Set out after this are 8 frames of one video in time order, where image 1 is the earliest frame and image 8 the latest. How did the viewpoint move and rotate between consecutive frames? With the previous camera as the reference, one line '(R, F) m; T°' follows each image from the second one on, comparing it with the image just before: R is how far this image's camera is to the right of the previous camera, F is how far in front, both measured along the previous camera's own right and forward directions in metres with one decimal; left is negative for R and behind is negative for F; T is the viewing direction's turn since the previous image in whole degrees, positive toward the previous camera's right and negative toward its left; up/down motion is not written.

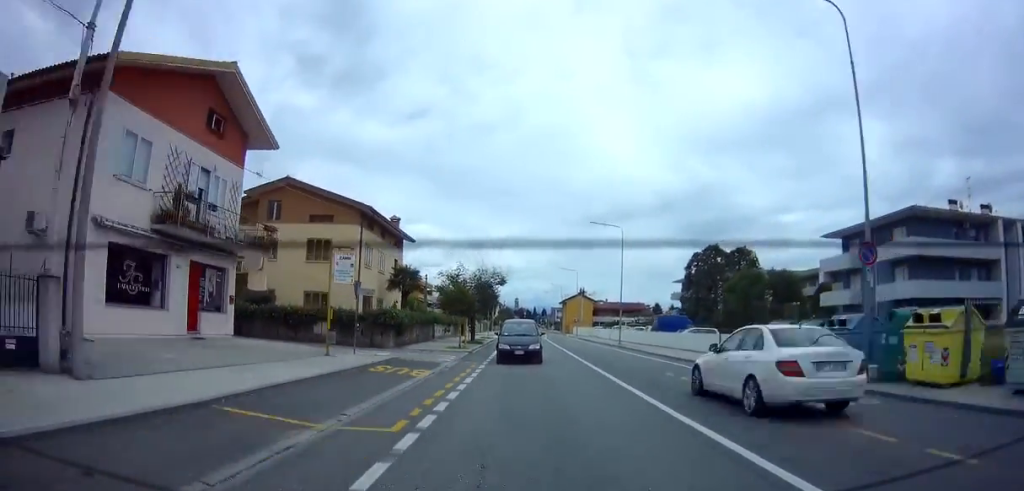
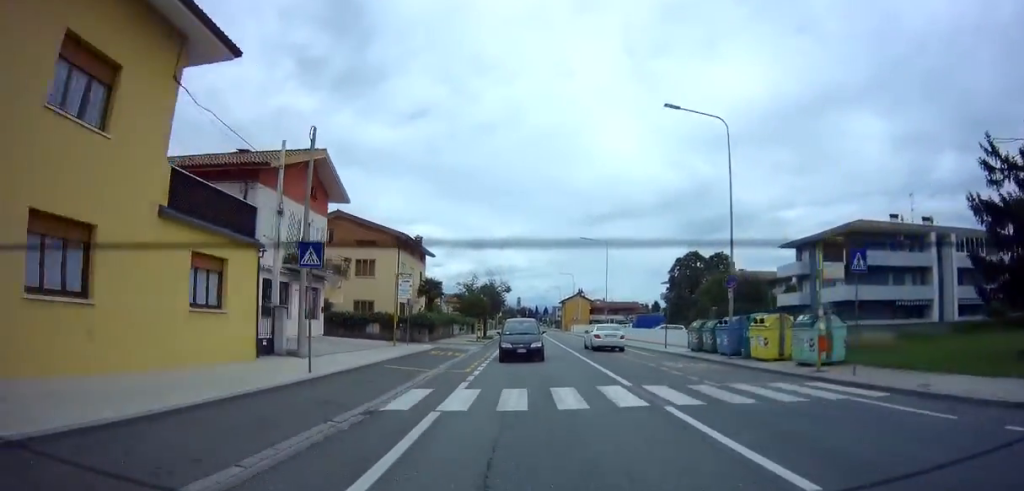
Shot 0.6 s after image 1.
(0.0, +9.5) m; -1°
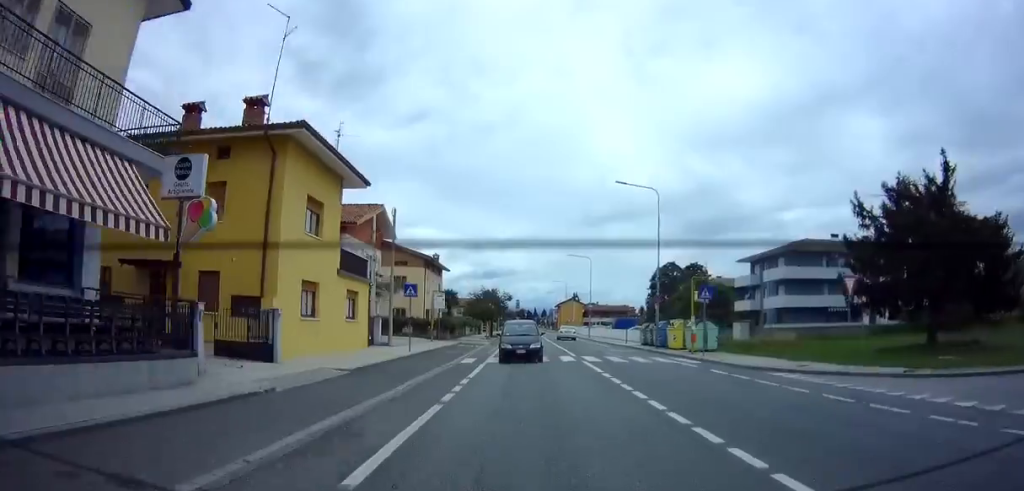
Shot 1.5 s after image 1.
(-0.2, +12.5) m; 0°
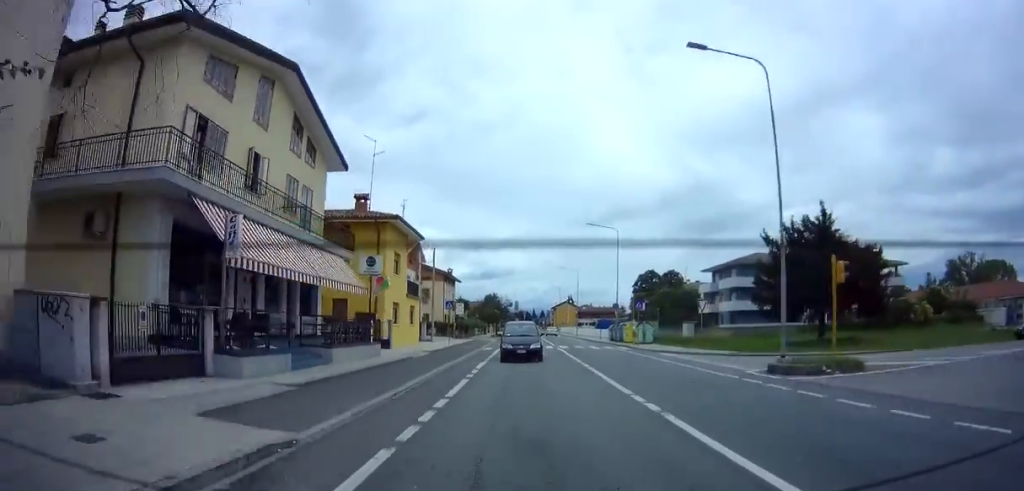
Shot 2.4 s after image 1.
(+0.1, +14.0) m; +1°
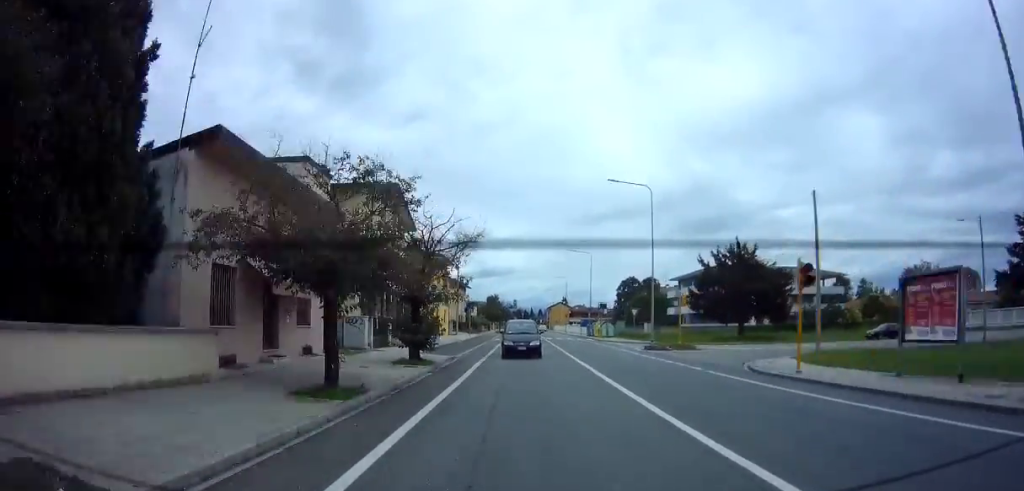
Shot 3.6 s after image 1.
(+0.2, +17.3) m; 0°
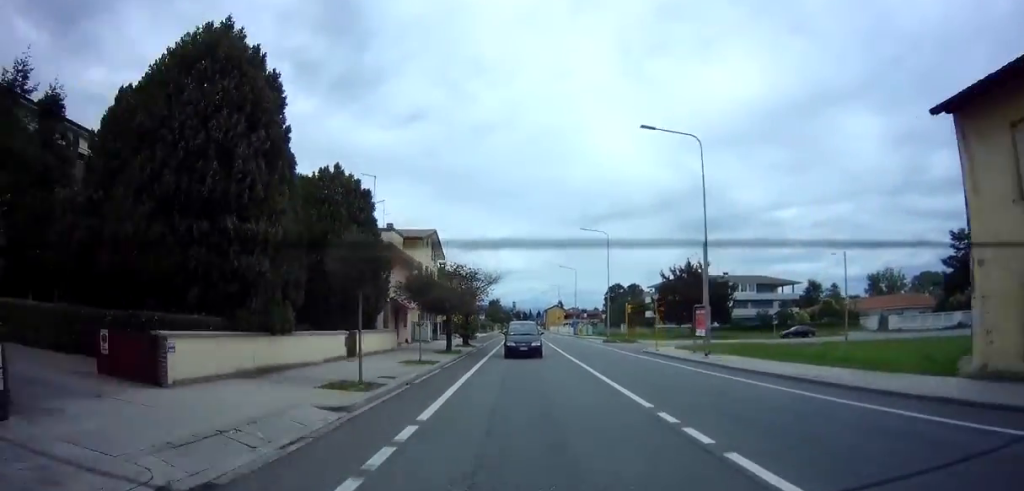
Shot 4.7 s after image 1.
(-0.1, +16.9) m; -1°
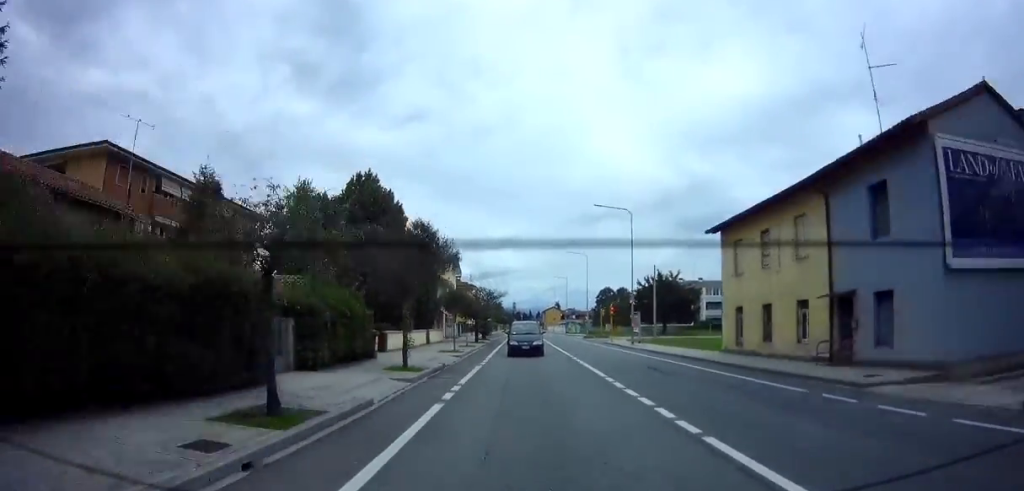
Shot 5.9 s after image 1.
(-0.1, +16.4) m; 0°
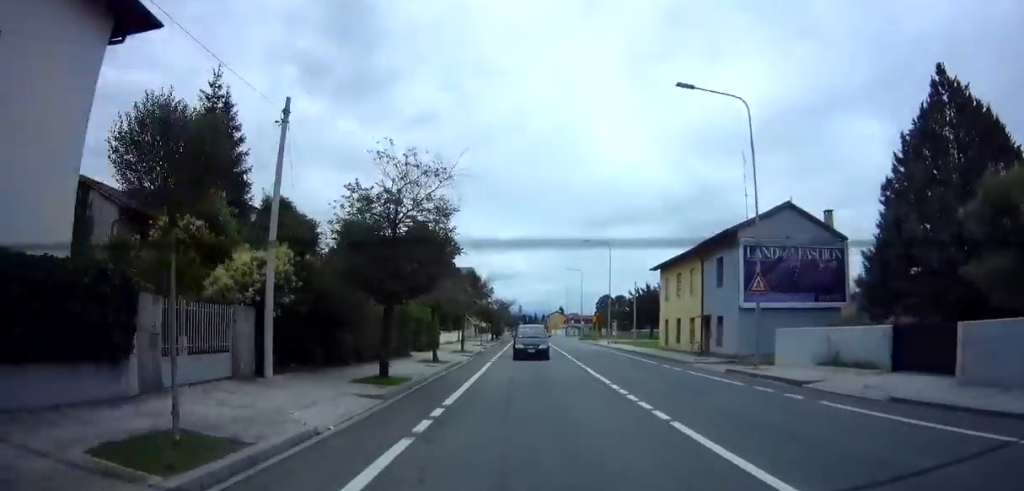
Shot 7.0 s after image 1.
(+0.1, +13.3) m; -1°
